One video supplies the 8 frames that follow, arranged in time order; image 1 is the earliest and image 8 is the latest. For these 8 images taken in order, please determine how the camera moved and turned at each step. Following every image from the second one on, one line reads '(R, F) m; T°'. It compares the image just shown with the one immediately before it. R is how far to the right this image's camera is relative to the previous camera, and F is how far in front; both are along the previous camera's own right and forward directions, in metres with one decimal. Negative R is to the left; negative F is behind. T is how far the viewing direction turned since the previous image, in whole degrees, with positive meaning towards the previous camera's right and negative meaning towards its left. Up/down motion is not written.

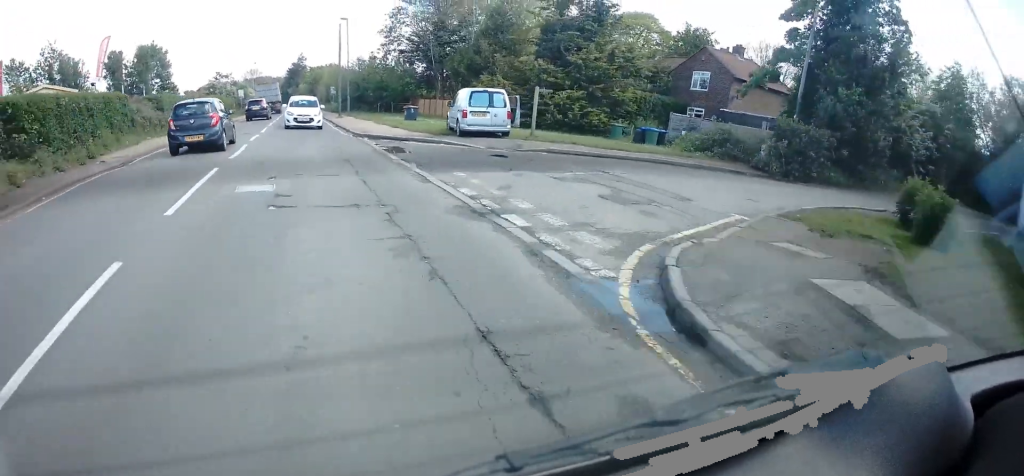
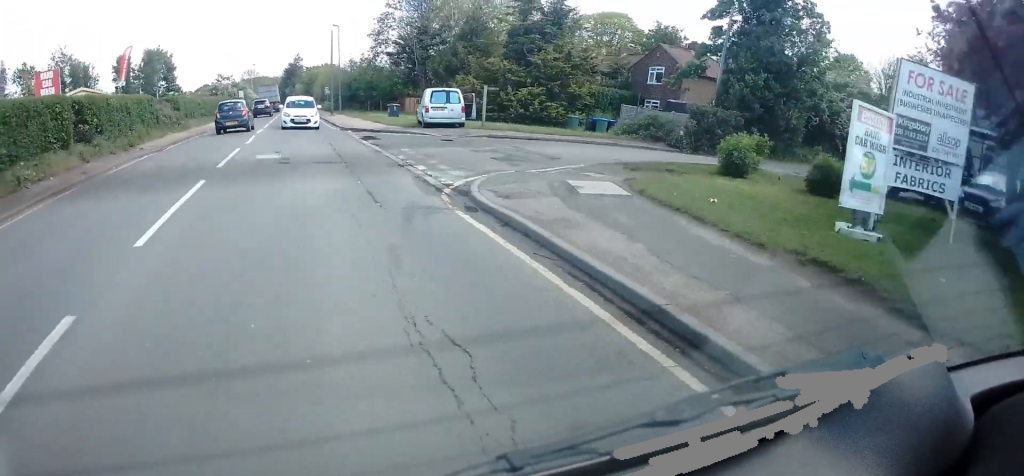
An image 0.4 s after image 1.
(+0.2, +4.8) m; 0°
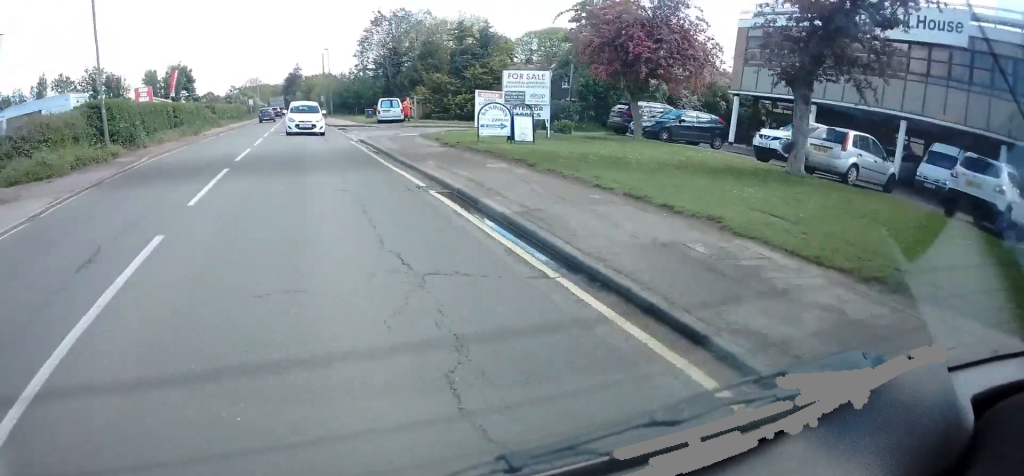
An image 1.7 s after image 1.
(-0.3, +14.1) m; -1°
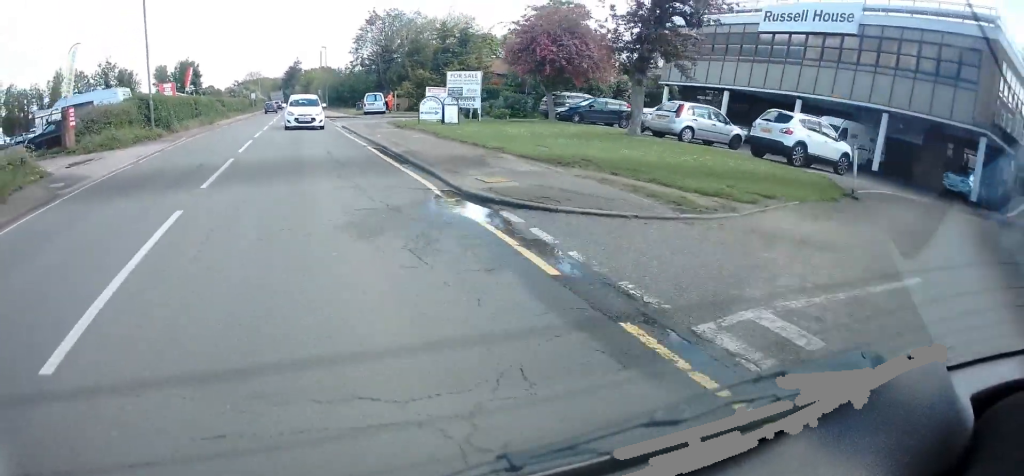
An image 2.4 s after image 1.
(+0.1, +7.2) m; 0°
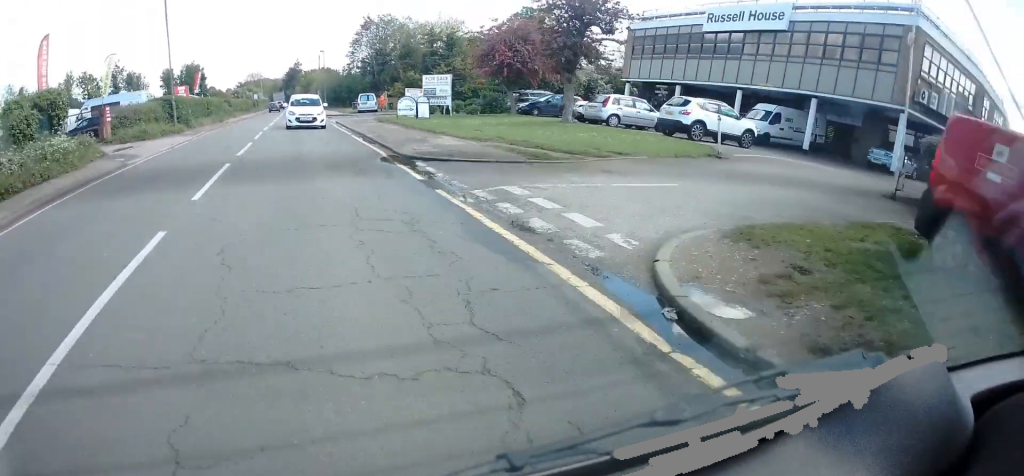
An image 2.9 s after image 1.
(-0.1, +4.9) m; 0°
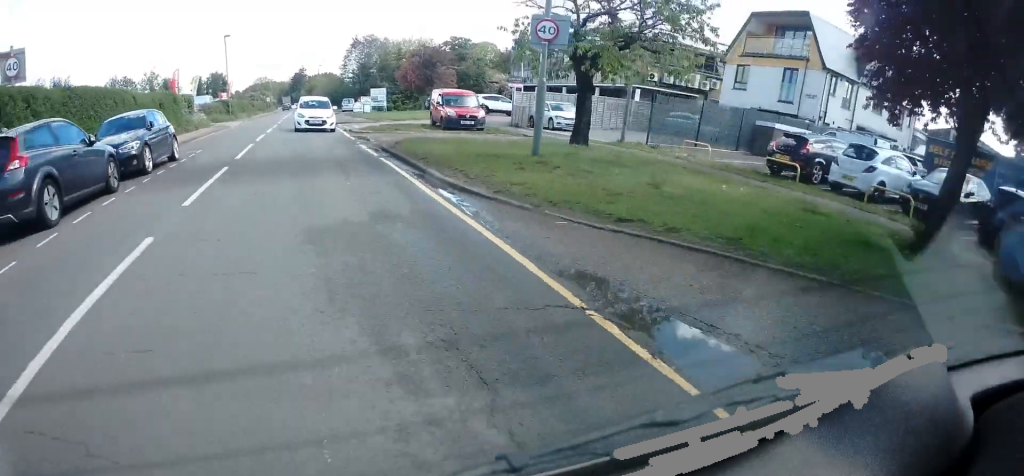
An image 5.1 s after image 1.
(+0.1, +23.7) m; 0°
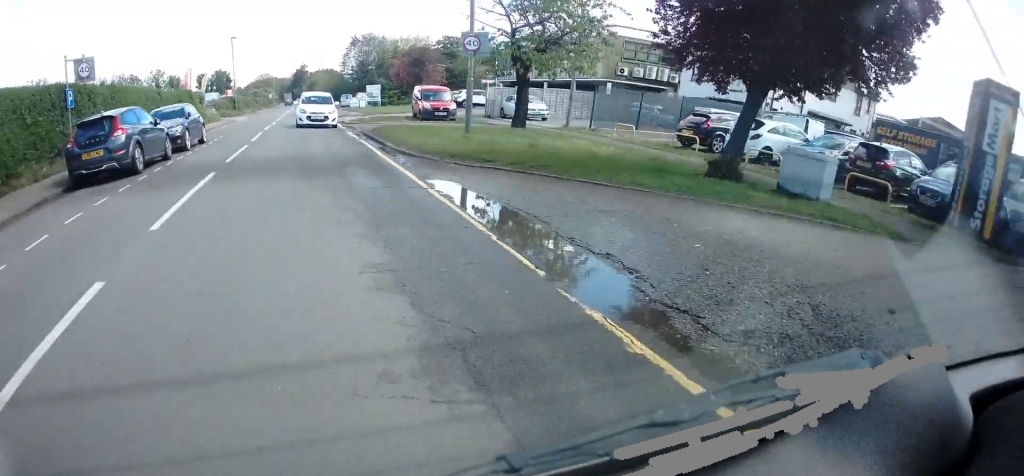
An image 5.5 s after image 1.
(-0.1, +4.6) m; 0°
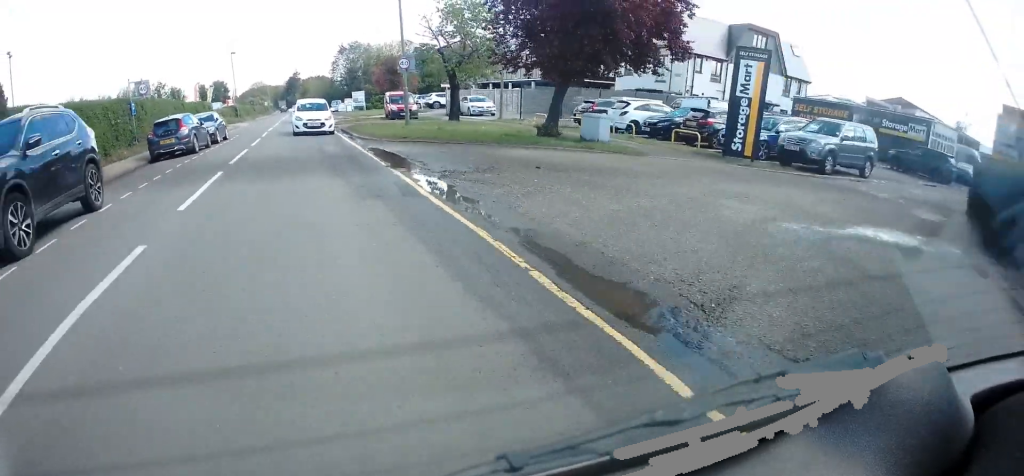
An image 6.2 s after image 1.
(+0.1, +7.5) m; 0°
